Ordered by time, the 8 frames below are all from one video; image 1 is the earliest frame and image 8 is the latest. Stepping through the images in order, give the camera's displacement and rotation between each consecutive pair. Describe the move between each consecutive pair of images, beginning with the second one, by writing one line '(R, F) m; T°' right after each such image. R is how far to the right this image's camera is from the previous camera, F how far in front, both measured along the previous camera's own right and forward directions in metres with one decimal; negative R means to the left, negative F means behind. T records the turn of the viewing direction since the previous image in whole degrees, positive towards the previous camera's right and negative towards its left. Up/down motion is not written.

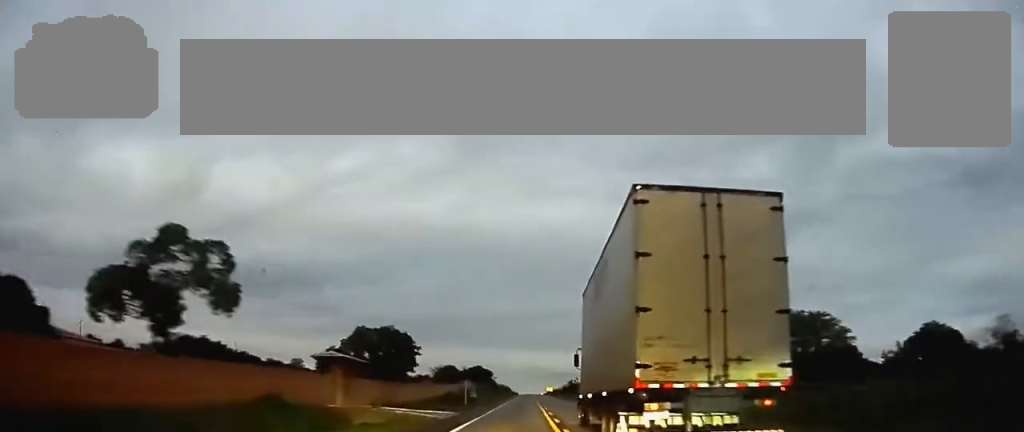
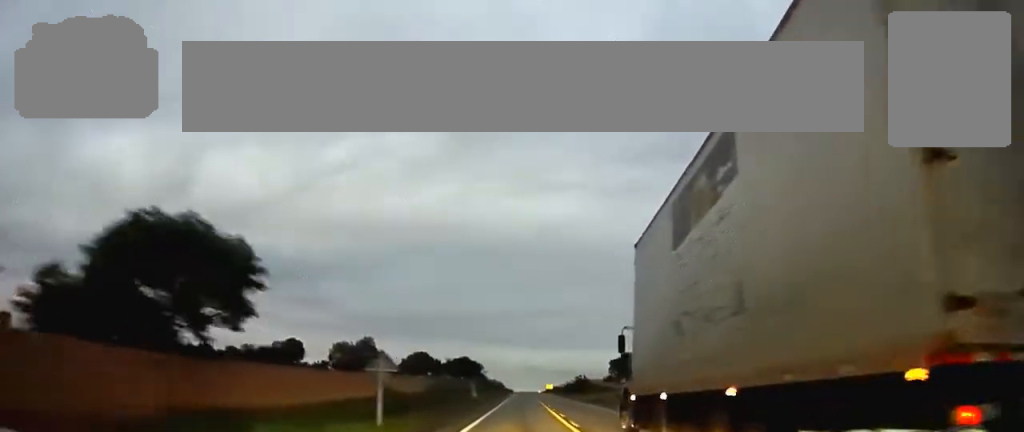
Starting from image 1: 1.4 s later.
(+0.3, +36.5) m; +1°
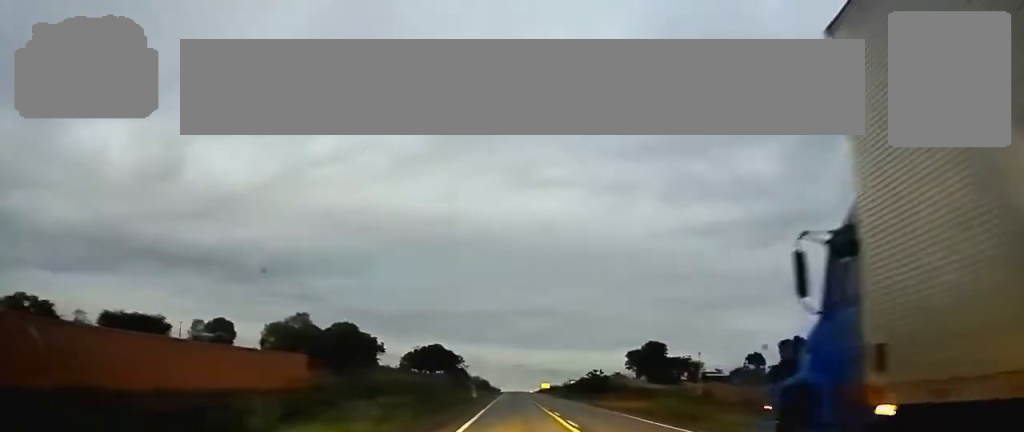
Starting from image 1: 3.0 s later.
(+0.4, +41.9) m; 0°
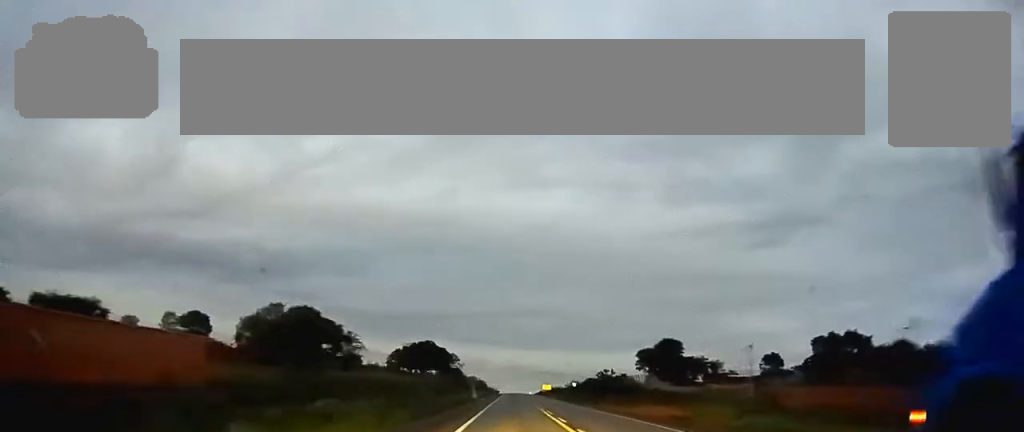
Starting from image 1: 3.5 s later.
(-0.1, +12.4) m; 0°
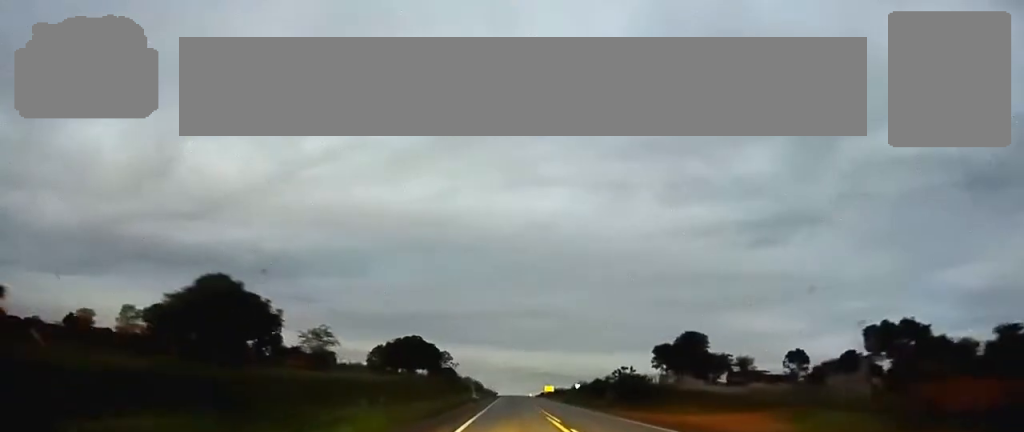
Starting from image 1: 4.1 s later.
(-0.1, +15.1) m; 0°
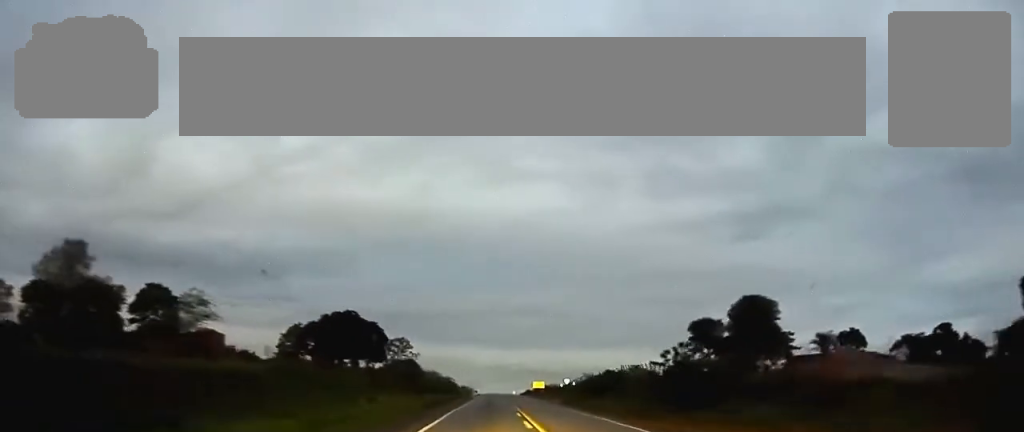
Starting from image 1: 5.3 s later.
(+0.4, +32.2) m; +1°
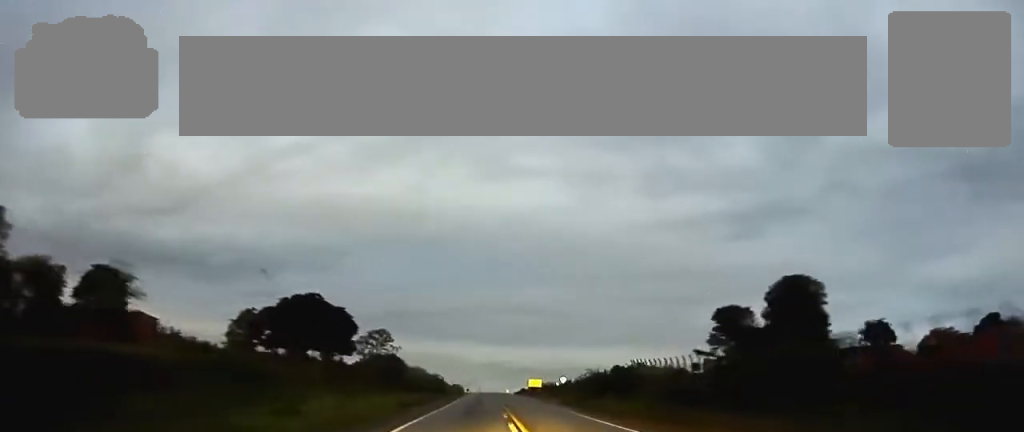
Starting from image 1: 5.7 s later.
(0.0, +11.7) m; 0°
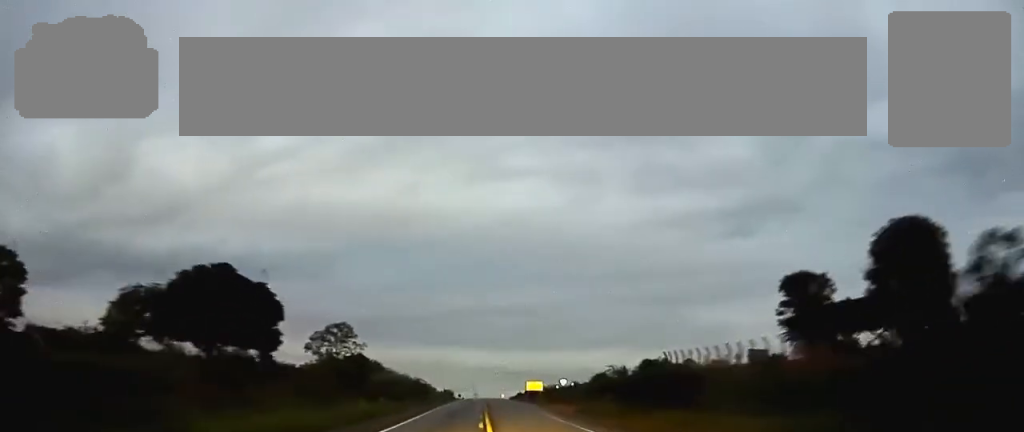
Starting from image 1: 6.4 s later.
(+0.1, +18.9) m; 0°
